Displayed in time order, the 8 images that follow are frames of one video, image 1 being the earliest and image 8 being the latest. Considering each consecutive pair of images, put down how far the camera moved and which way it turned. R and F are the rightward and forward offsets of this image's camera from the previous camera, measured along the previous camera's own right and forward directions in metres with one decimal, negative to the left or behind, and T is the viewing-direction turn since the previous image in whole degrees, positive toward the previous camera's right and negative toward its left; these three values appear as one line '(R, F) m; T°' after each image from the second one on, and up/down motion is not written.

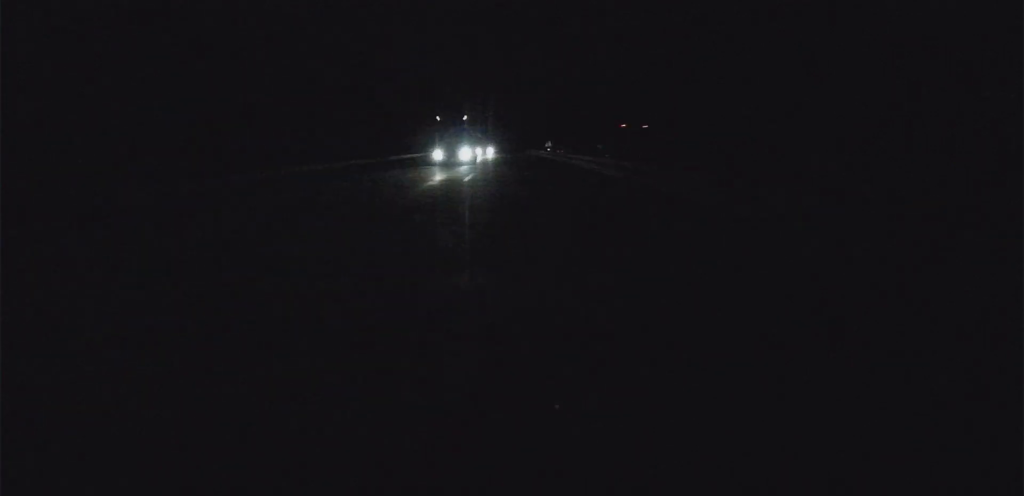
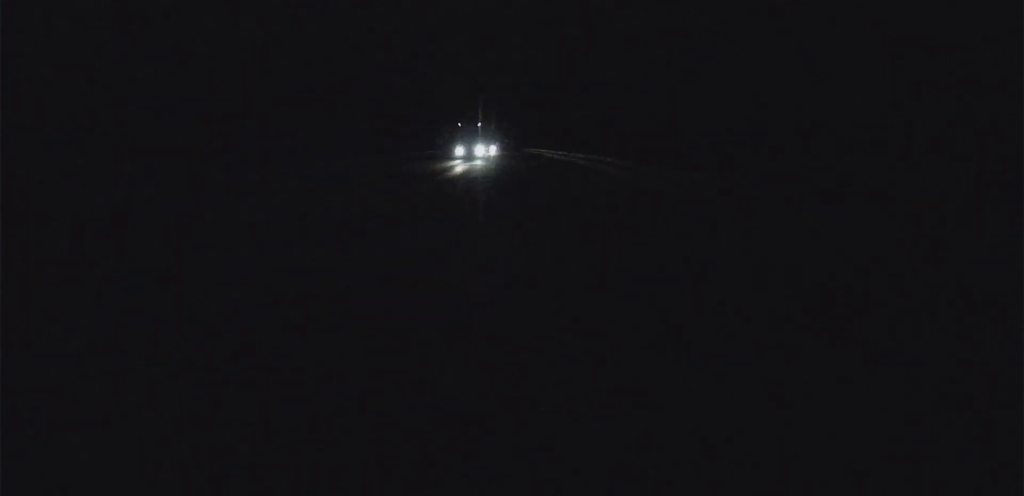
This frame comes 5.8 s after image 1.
(+3.2, +132.9) m; +2°
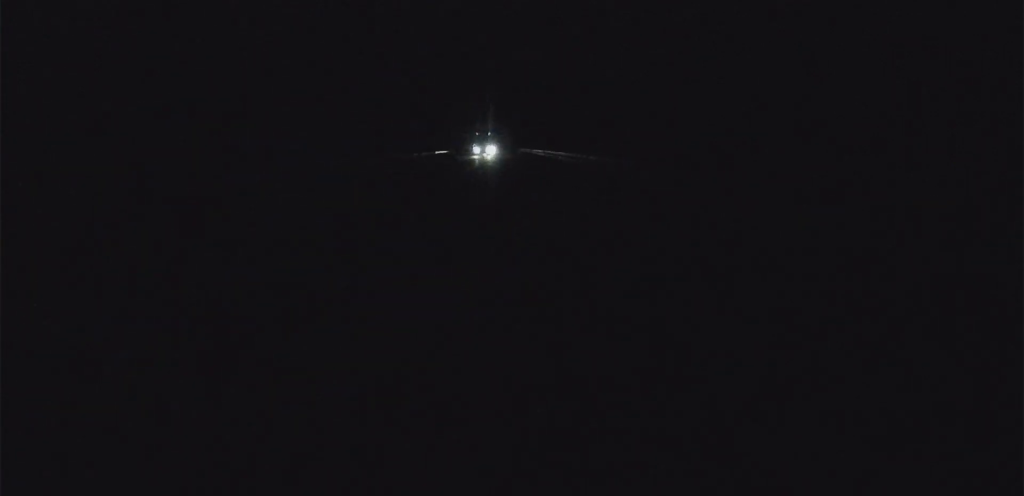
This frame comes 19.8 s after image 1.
(+13.6, +255.4) m; +5°
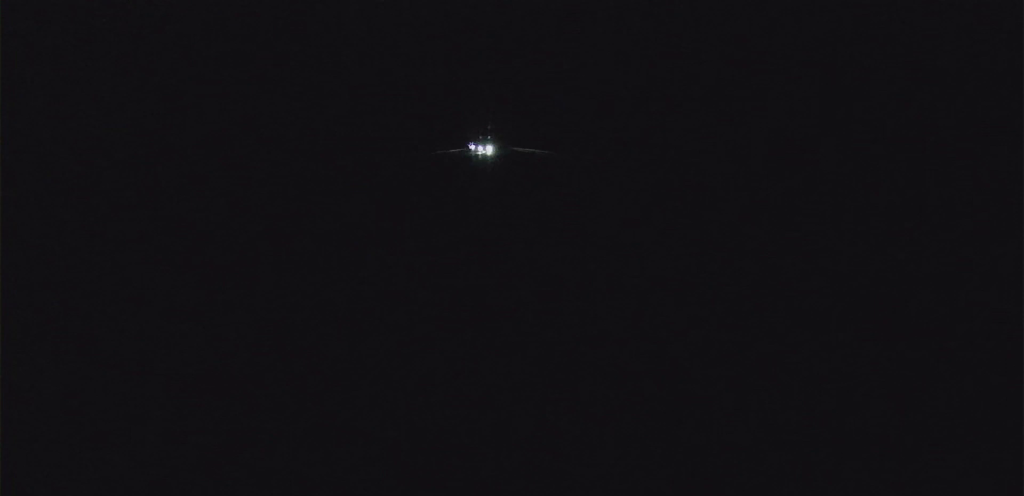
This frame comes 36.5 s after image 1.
(+14.1, +371.5) m; +5°
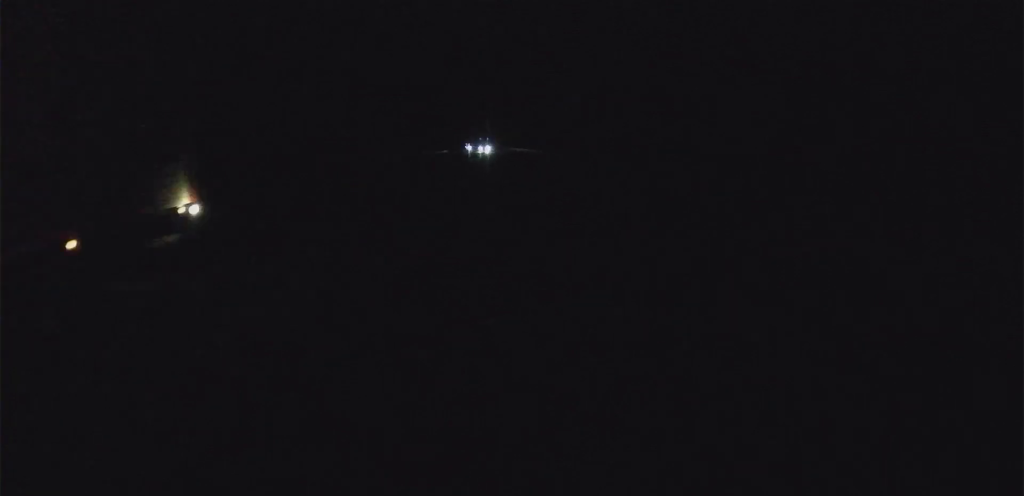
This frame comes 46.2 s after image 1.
(+8.0, +238.7) m; +4°
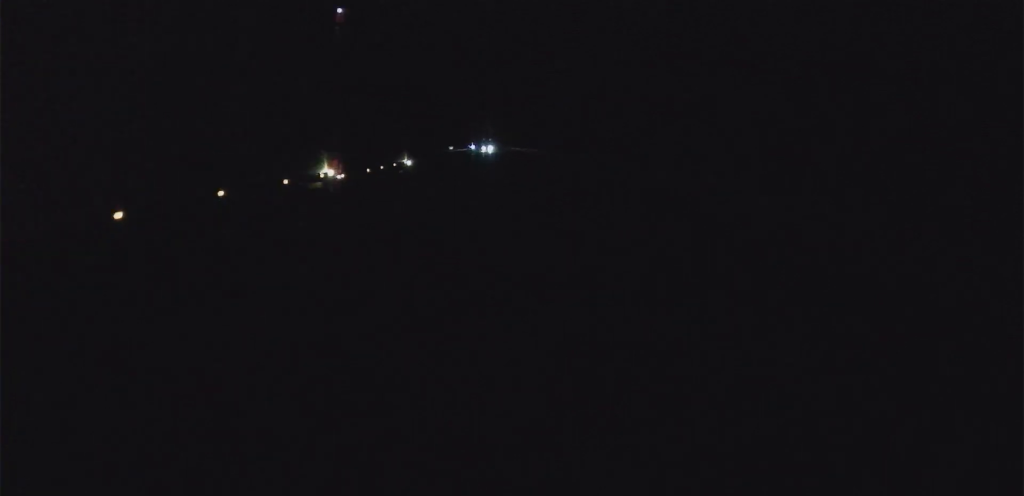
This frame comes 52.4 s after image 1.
(+4.2, +156.2) m; +3°
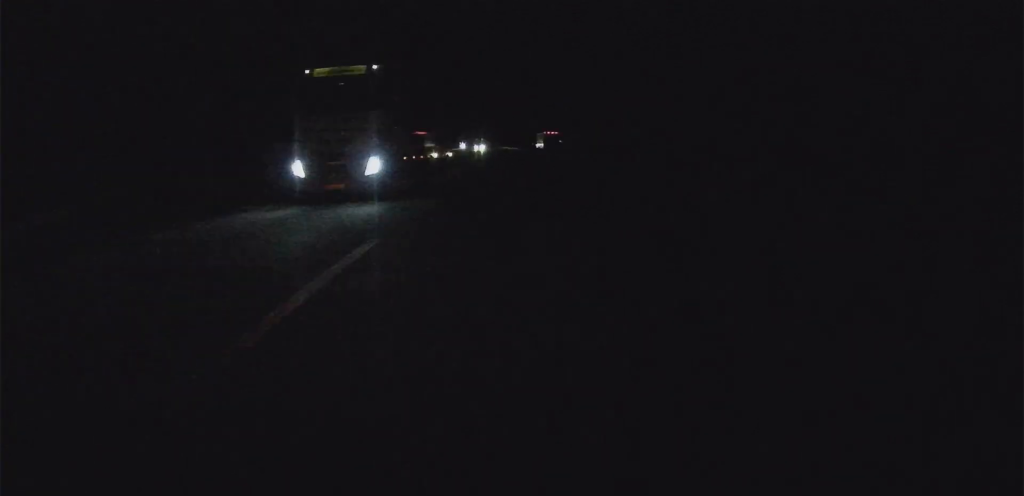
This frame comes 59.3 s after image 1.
(+2.1, +178.0) m; +4°
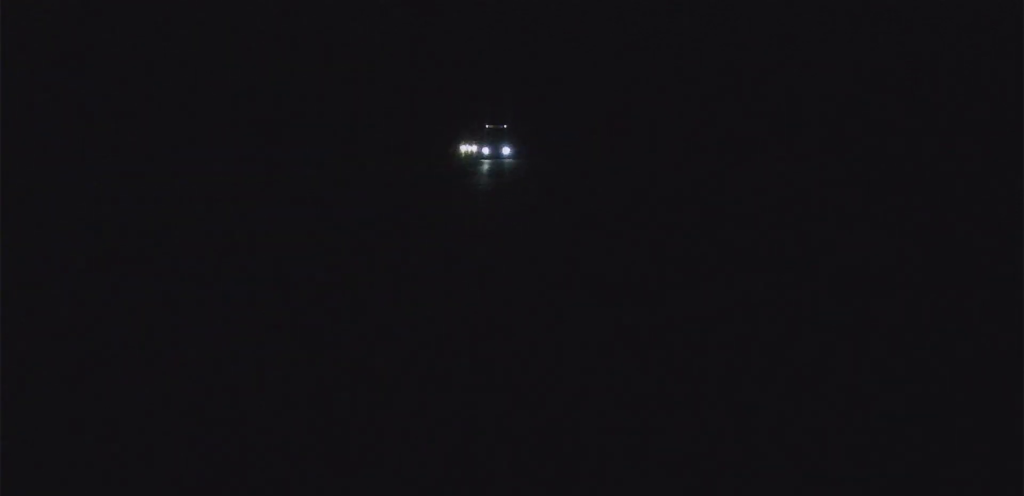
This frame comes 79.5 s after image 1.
(+65.0, +525.5) m; +14°
